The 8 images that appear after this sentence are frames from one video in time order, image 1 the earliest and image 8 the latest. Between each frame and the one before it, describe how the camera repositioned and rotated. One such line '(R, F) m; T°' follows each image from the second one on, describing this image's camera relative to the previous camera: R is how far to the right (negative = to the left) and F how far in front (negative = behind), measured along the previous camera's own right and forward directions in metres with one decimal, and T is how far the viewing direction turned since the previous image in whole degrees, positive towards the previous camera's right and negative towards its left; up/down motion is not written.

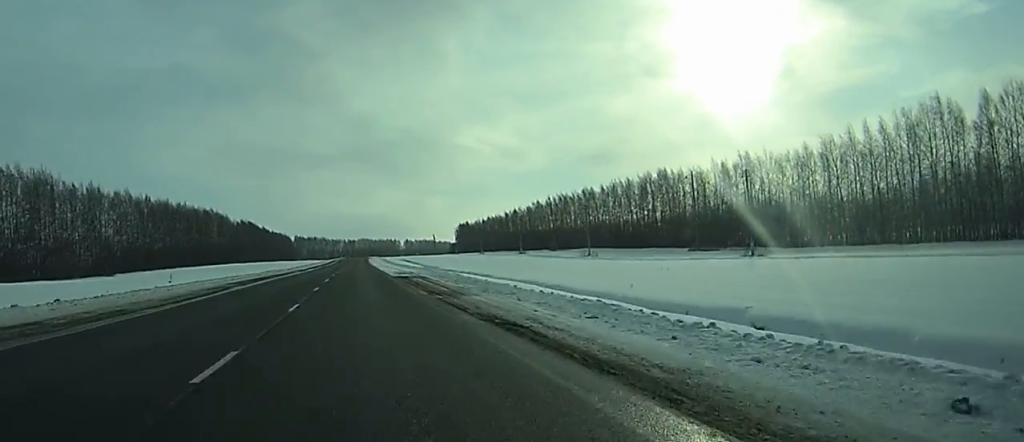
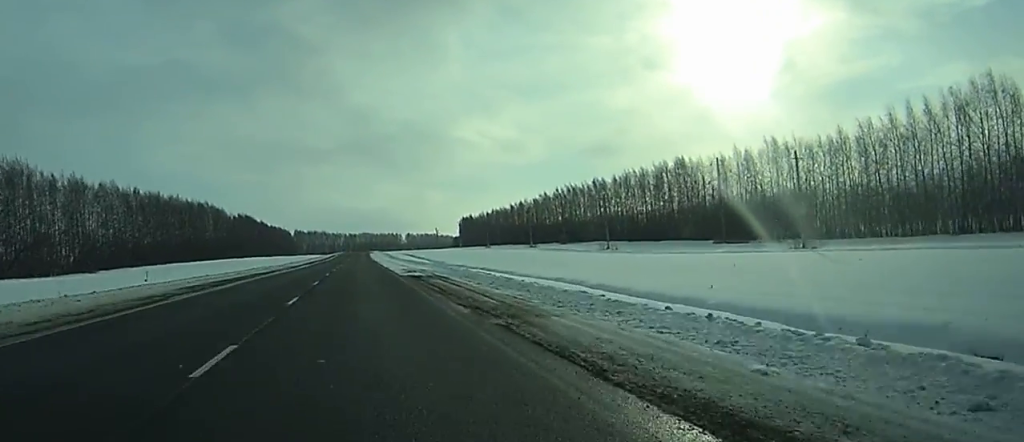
(-0.1, +11.6) m; 0°
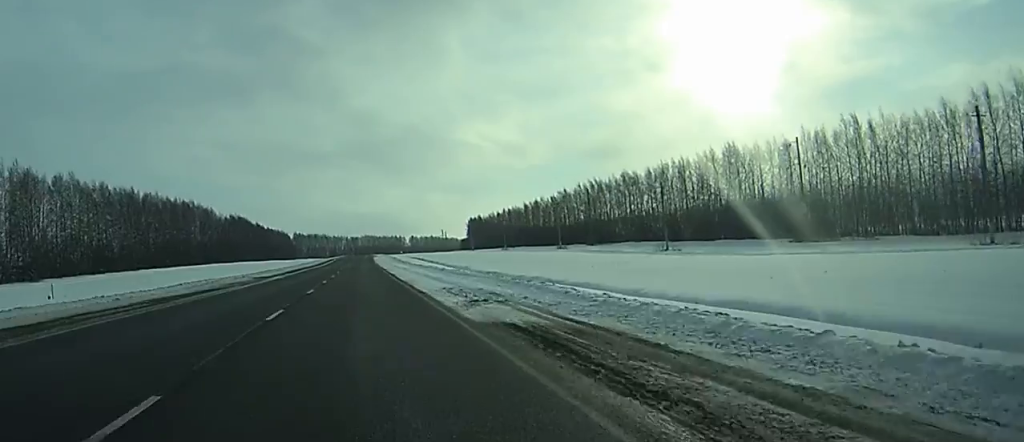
(-0.1, +27.8) m; 0°
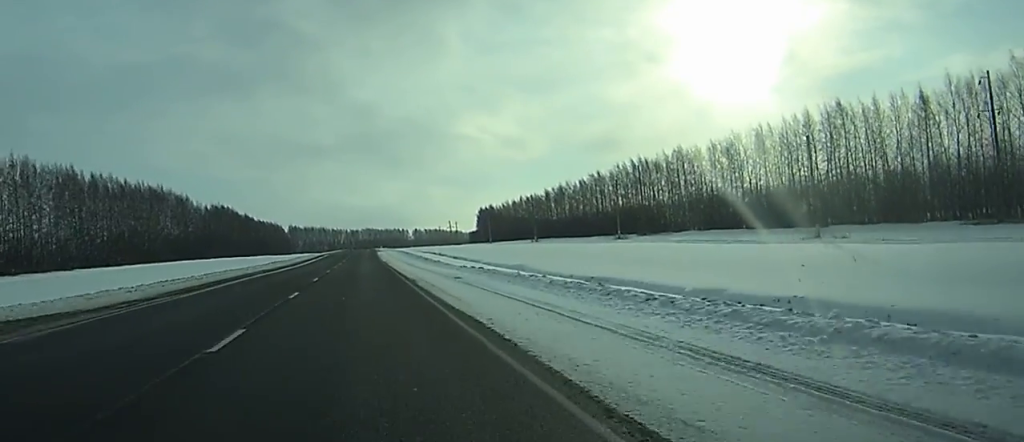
(-0.1, +41.0) m; 0°
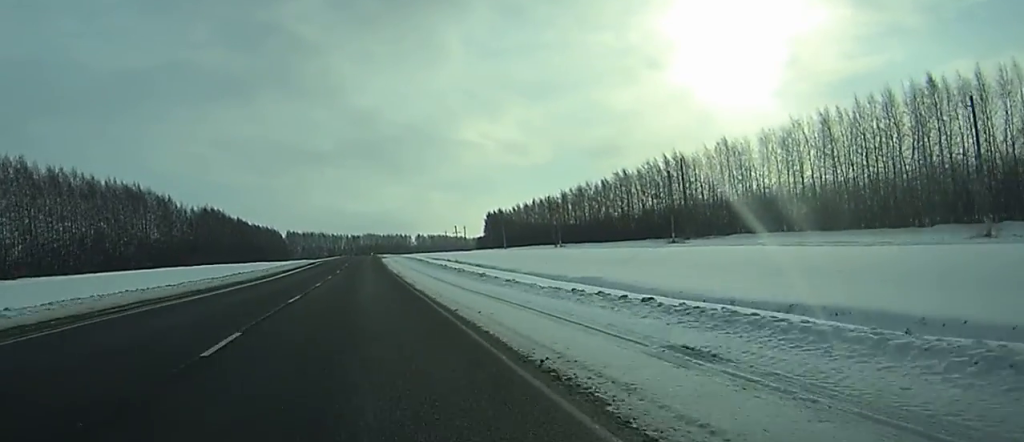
(+0.1, +24.0) m; 0°
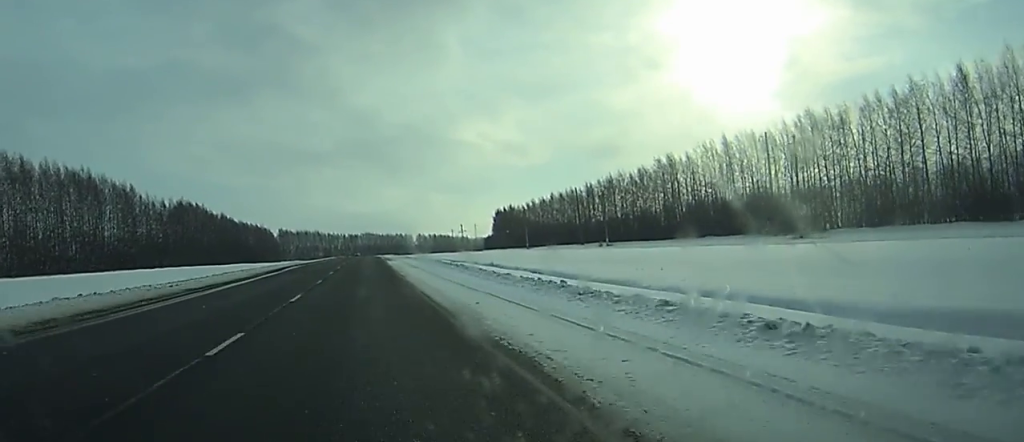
(0.0, +35.1) m; 0°
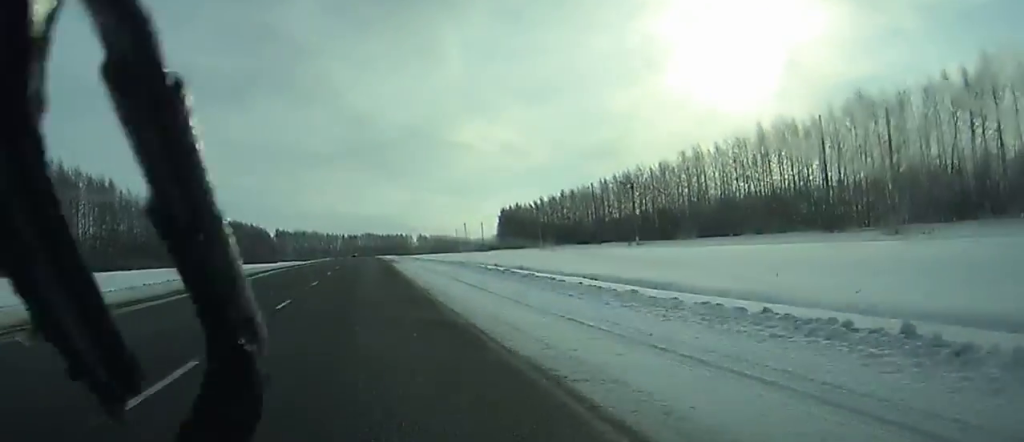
(-0.1, +15.7) m; 0°
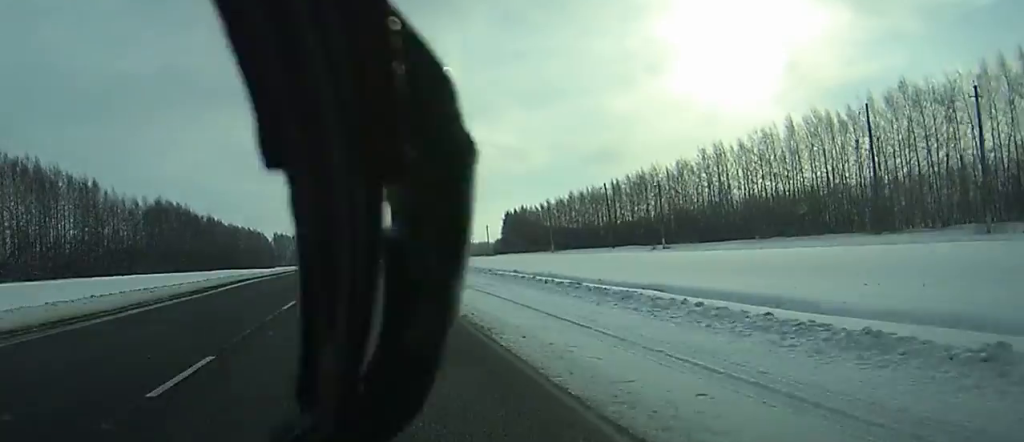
(0.0, +11.0) m; 0°
